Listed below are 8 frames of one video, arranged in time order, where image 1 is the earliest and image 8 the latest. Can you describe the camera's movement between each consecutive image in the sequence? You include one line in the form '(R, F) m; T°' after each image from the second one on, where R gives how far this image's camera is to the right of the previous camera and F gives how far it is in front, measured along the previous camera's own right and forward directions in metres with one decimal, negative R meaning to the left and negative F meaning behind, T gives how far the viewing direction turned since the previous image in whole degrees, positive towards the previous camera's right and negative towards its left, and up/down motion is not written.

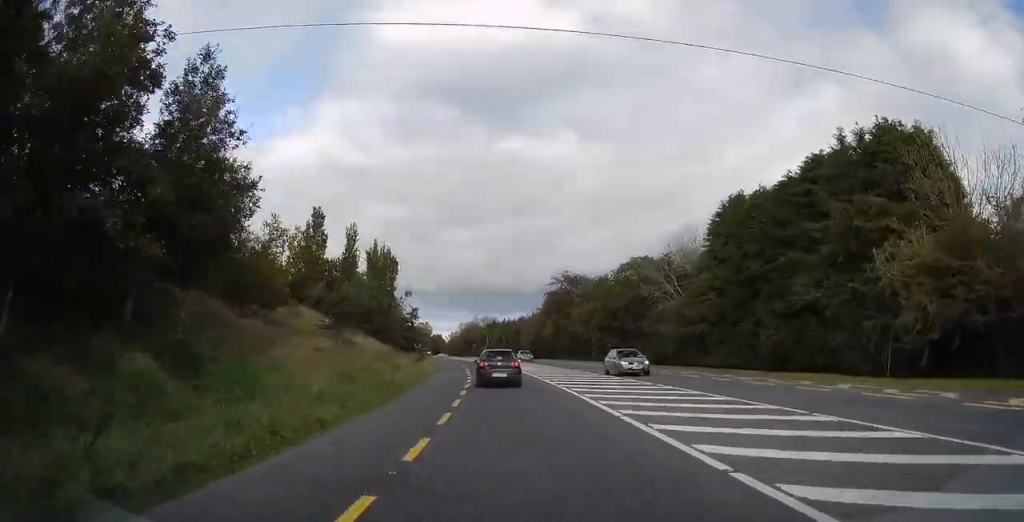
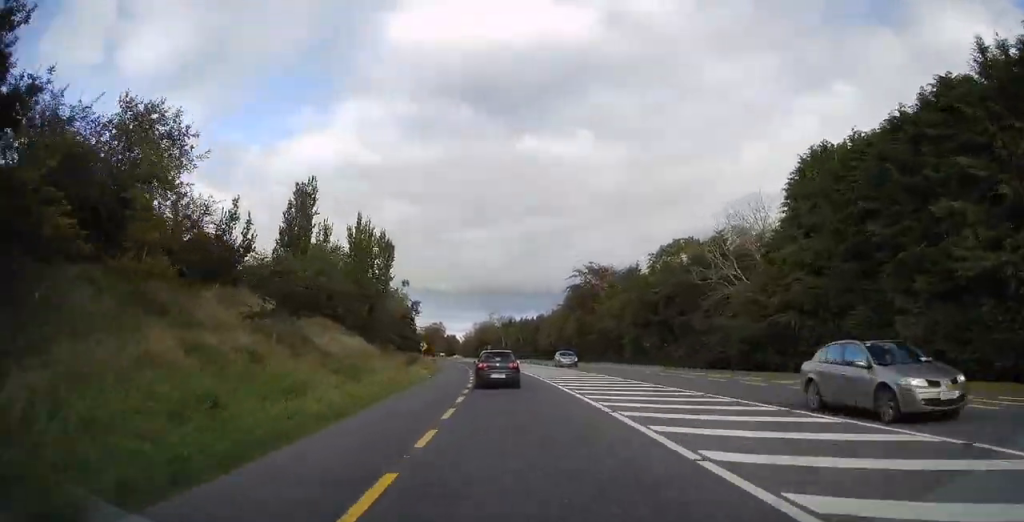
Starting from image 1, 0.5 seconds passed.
(0.0, +10.0) m; 0°
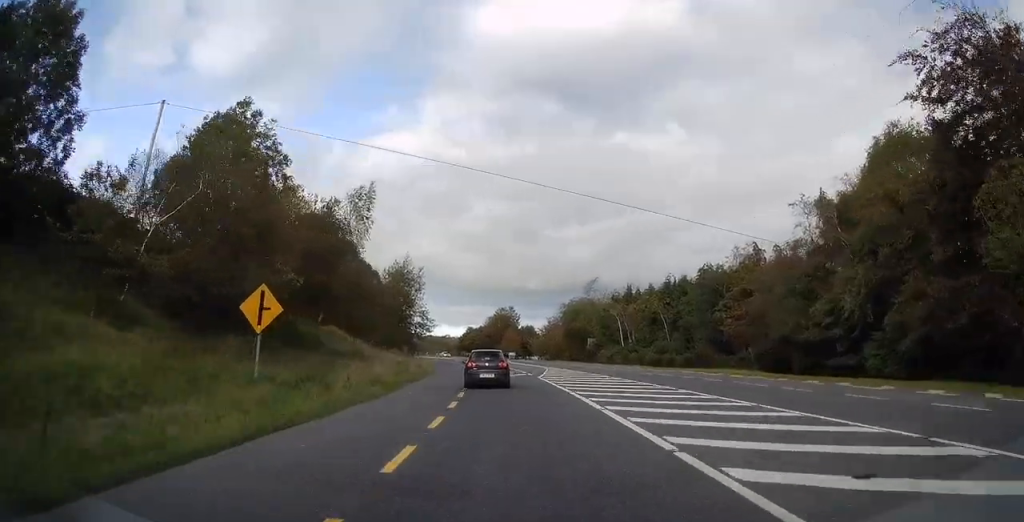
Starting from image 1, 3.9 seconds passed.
(-3.2, +66.3) m; -8°
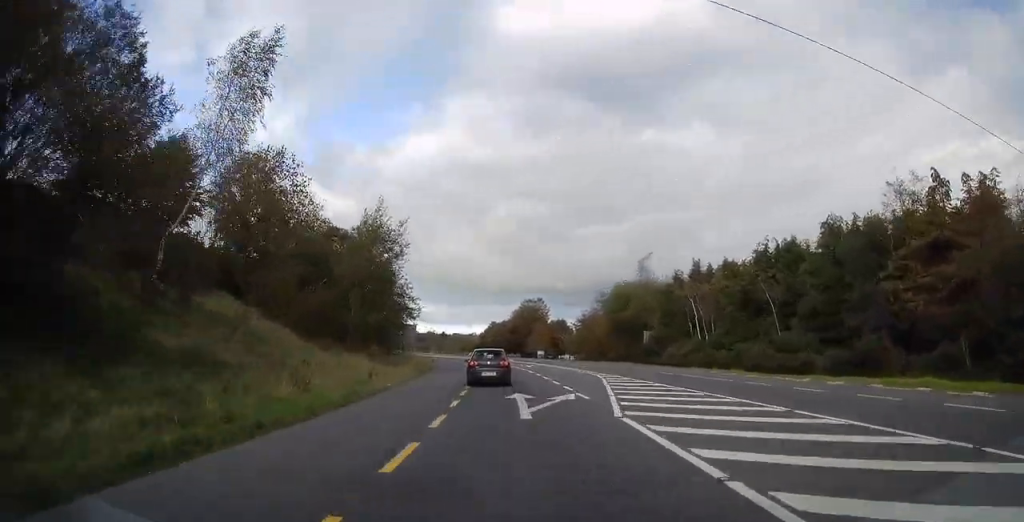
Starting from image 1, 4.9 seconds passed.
(-0.8, +19.9) m; -2°
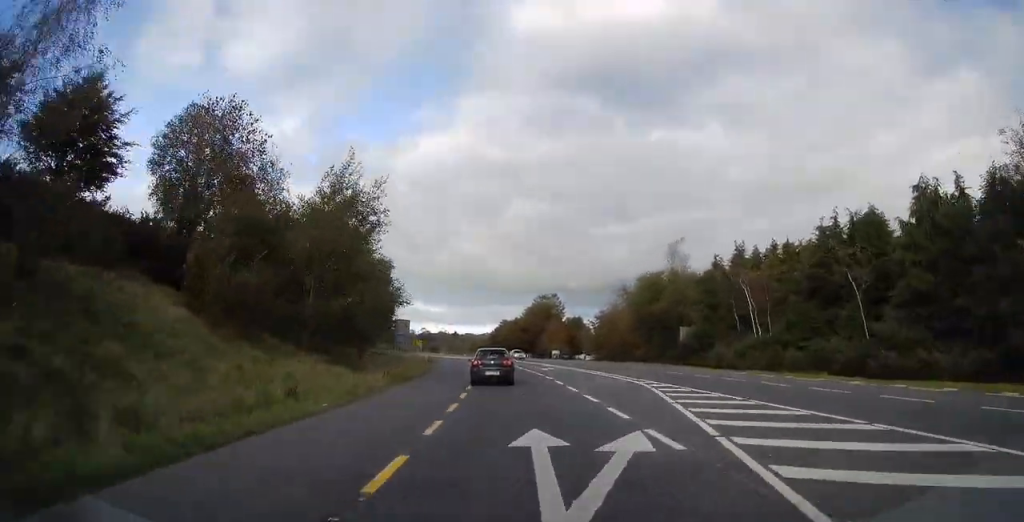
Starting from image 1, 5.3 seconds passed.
(-0.1, +9.0) m; -1°
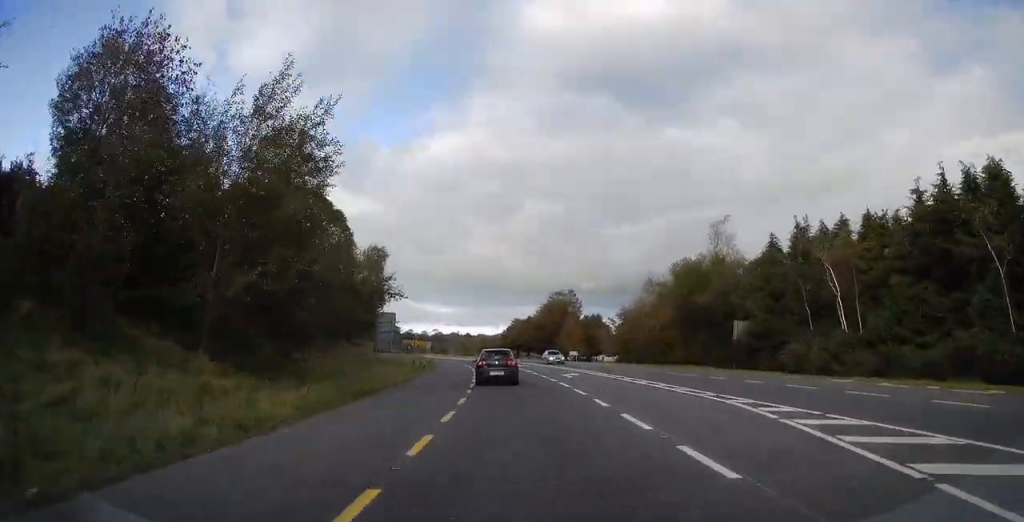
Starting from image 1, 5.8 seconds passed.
(+0.2, +9.8) m; -1°
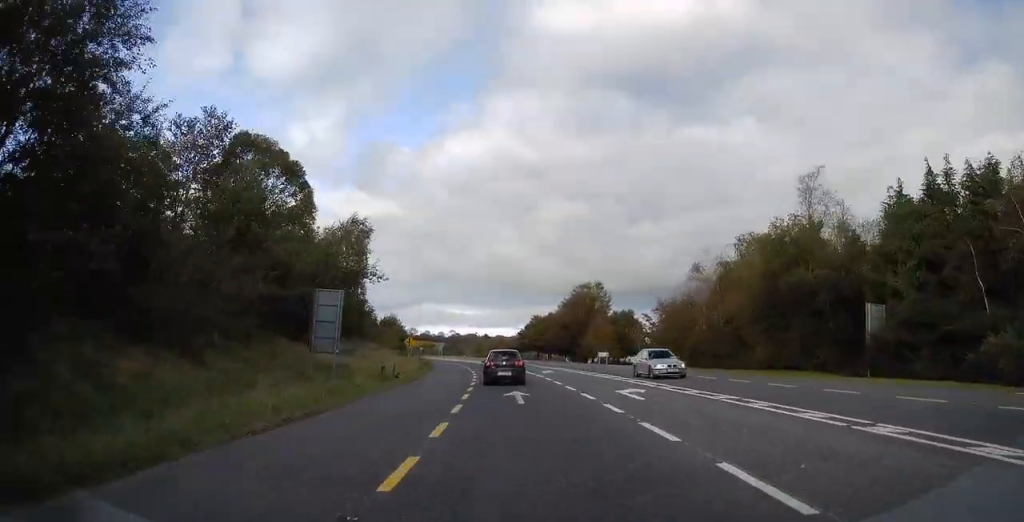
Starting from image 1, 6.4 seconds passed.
(-0.2, +14.0) m; -2°
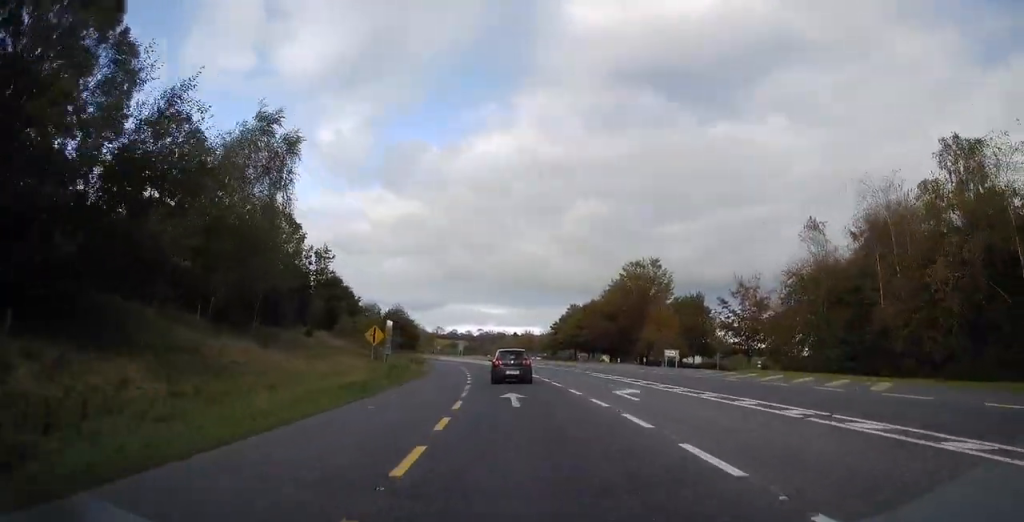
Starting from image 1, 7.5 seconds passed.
(-0.9, +22.5) m; -3°
